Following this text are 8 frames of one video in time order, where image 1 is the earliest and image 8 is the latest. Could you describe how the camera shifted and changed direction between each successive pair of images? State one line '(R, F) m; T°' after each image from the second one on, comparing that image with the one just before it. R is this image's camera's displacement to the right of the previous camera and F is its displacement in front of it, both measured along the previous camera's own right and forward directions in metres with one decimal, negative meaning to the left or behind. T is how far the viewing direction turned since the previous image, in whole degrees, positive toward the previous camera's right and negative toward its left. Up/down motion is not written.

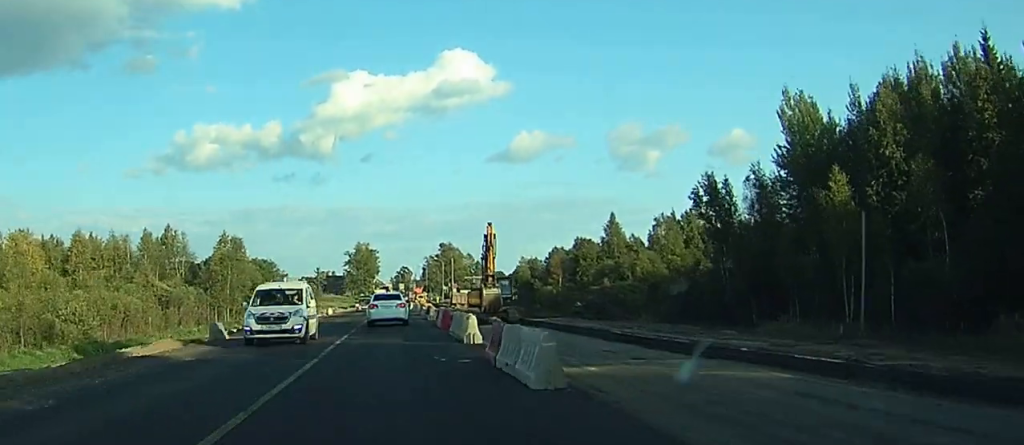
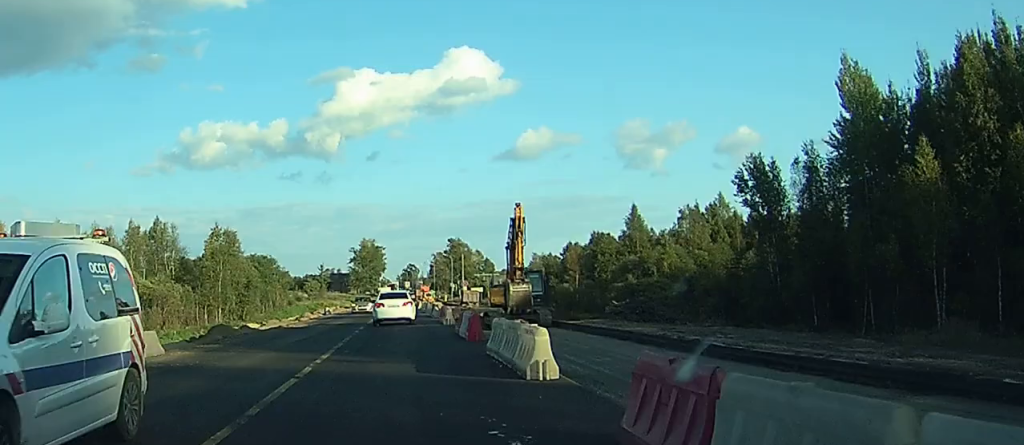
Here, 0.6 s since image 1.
(0.0, +10.1) m; 0°
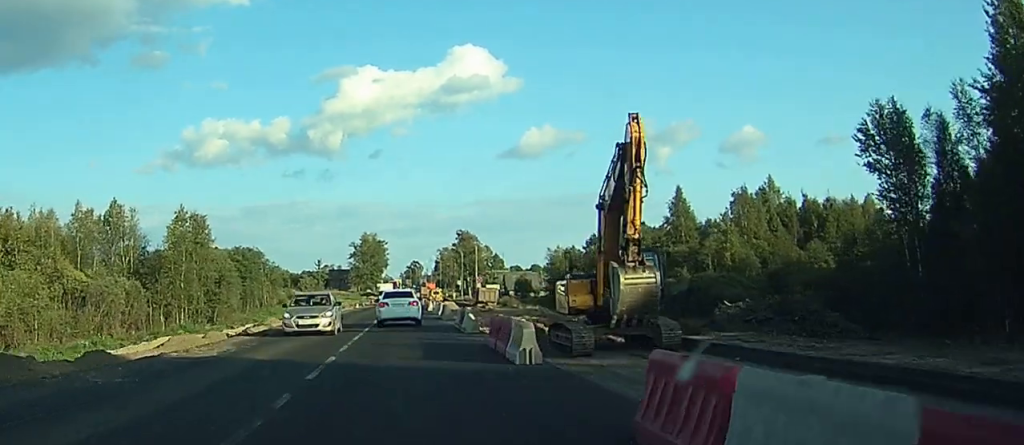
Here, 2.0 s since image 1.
(0.0, +21.5) m; +2°
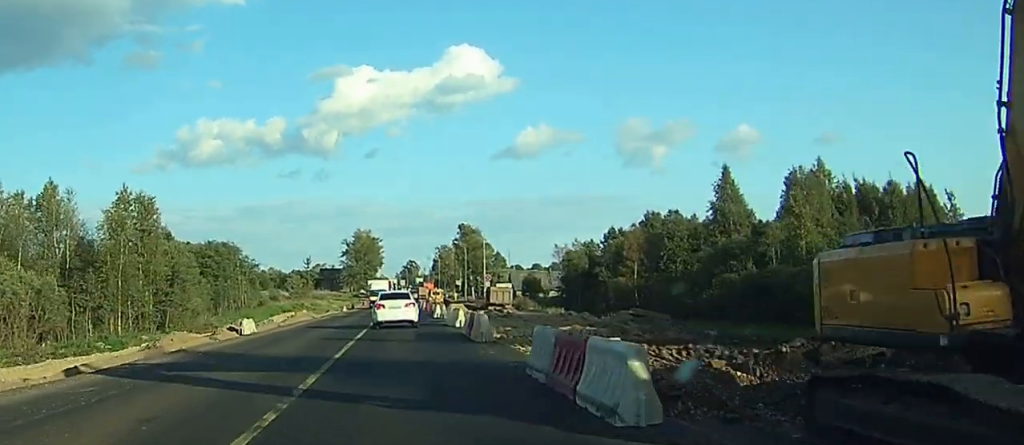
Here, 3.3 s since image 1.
(-0.1, +19.8) m; -4°
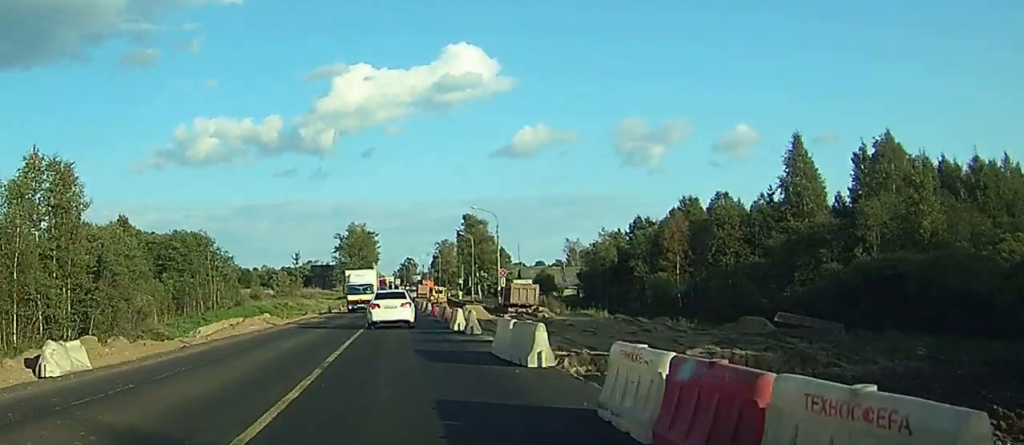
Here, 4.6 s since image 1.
(-0.6, +19.6) m; 0°
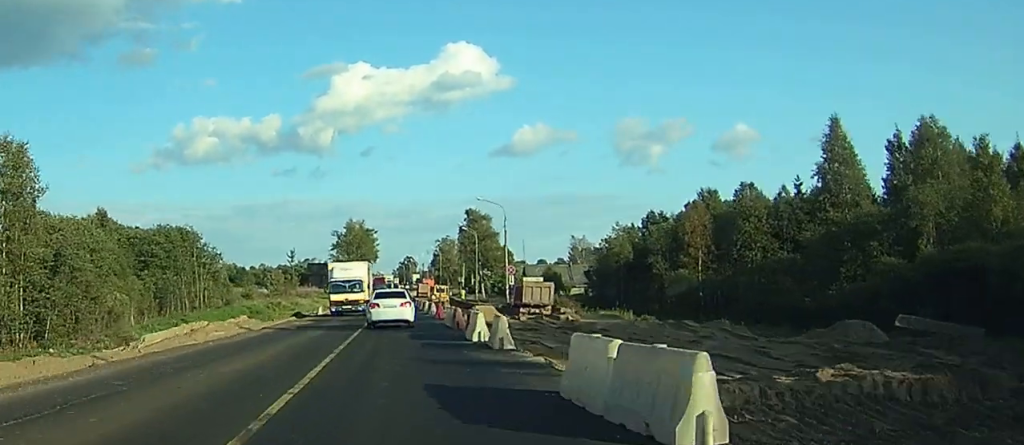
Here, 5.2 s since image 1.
(+0.1, +7.7) m; +1°
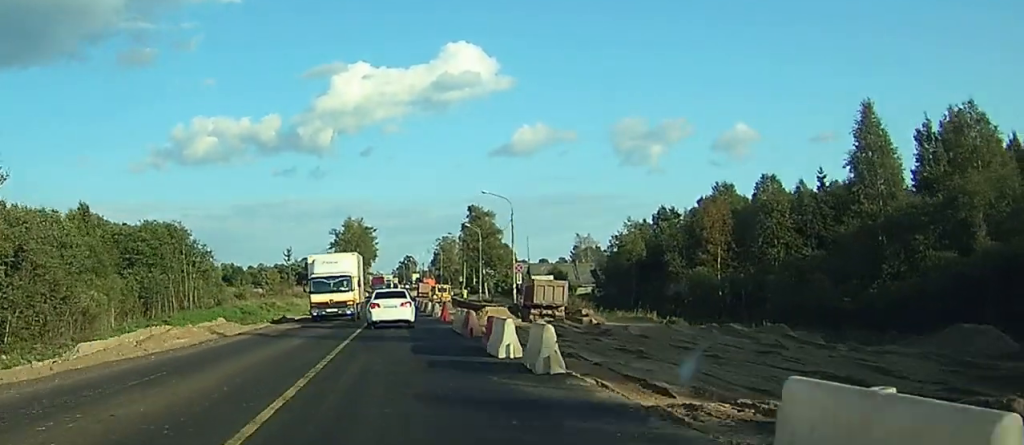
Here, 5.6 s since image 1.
(0.0, +5.8) m; 0°
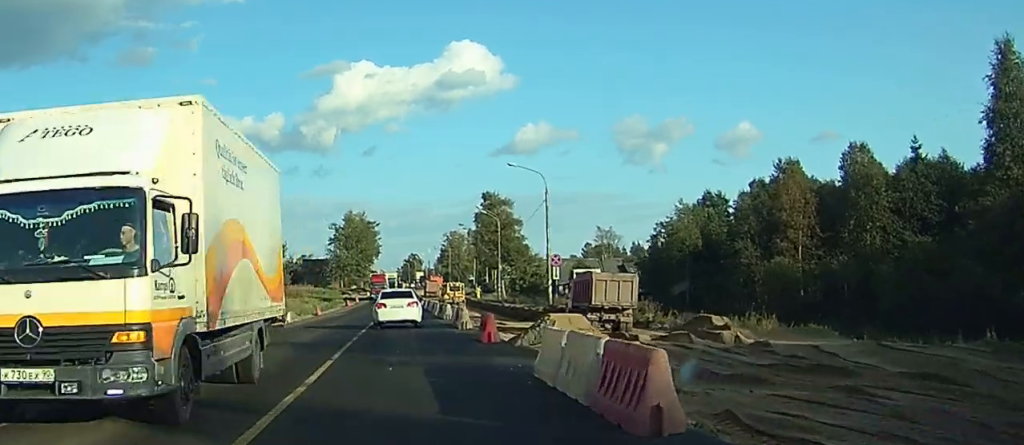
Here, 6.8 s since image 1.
(+0.1, +17.7) m; 0°
